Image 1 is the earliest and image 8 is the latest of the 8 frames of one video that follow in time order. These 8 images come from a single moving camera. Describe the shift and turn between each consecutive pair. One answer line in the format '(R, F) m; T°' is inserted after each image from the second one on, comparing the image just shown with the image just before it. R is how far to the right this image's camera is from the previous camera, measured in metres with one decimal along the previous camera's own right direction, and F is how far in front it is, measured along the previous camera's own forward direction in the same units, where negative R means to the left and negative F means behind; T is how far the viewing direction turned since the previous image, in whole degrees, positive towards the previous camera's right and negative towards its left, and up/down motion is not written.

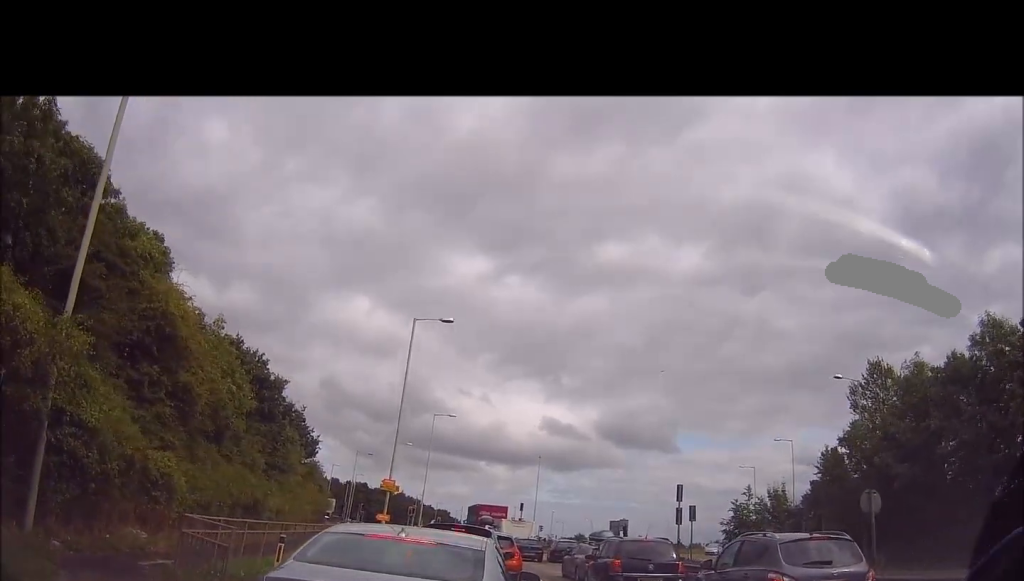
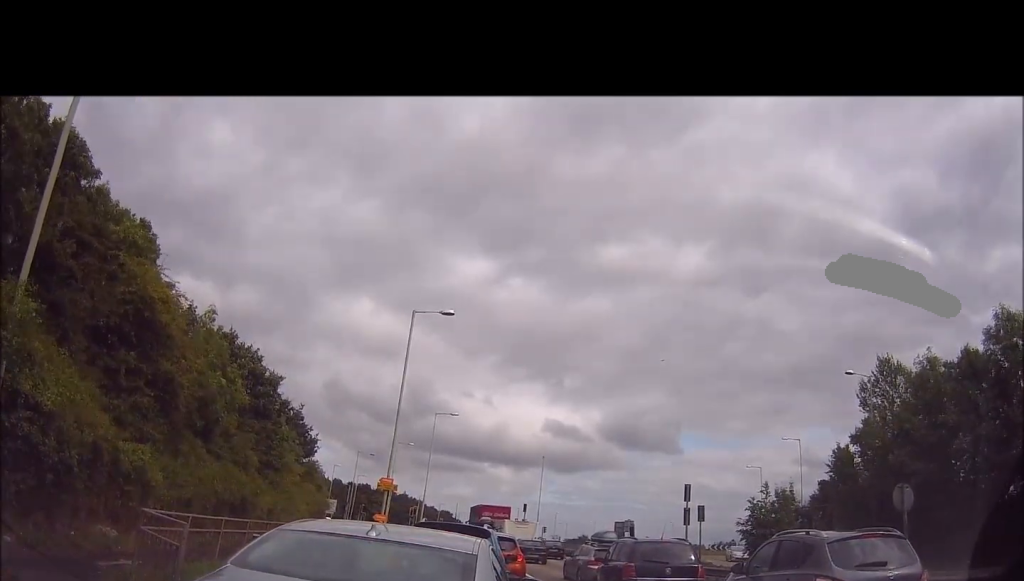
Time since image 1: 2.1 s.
(-0.5, +1.6) m; 0°
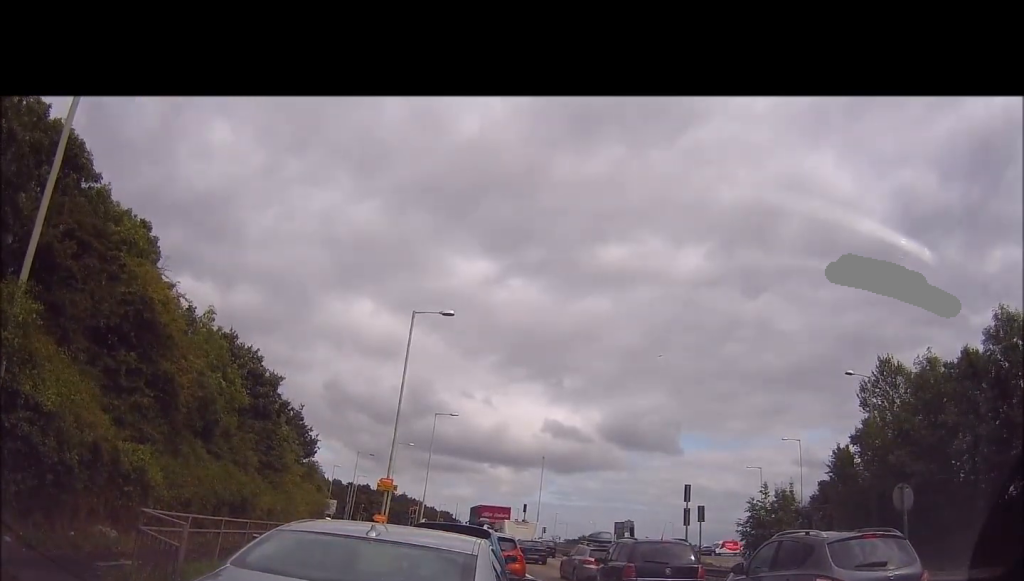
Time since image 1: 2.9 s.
(0.0, 0.0) m; 0°
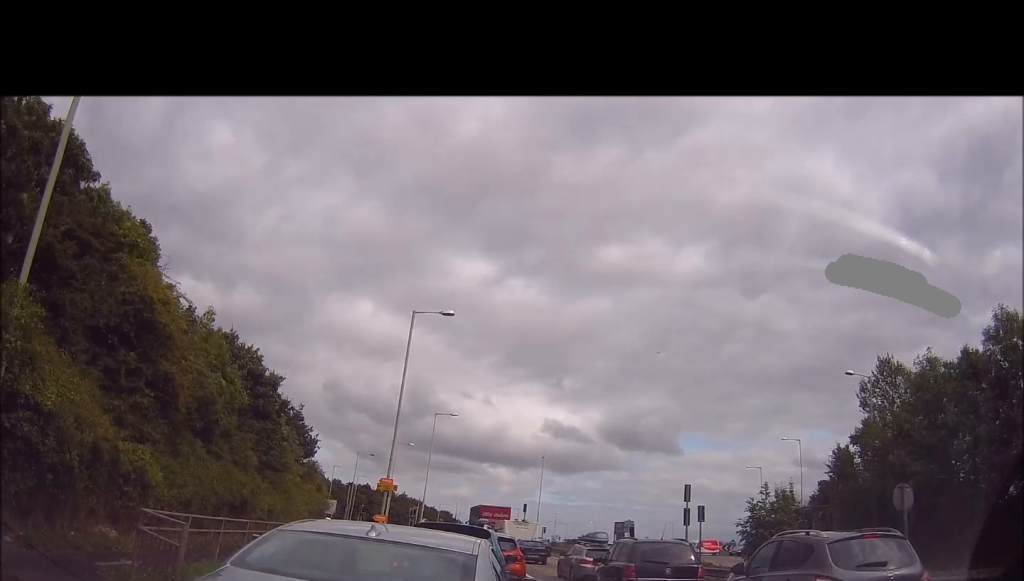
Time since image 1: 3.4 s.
(0.0, 0.0) m; 0°
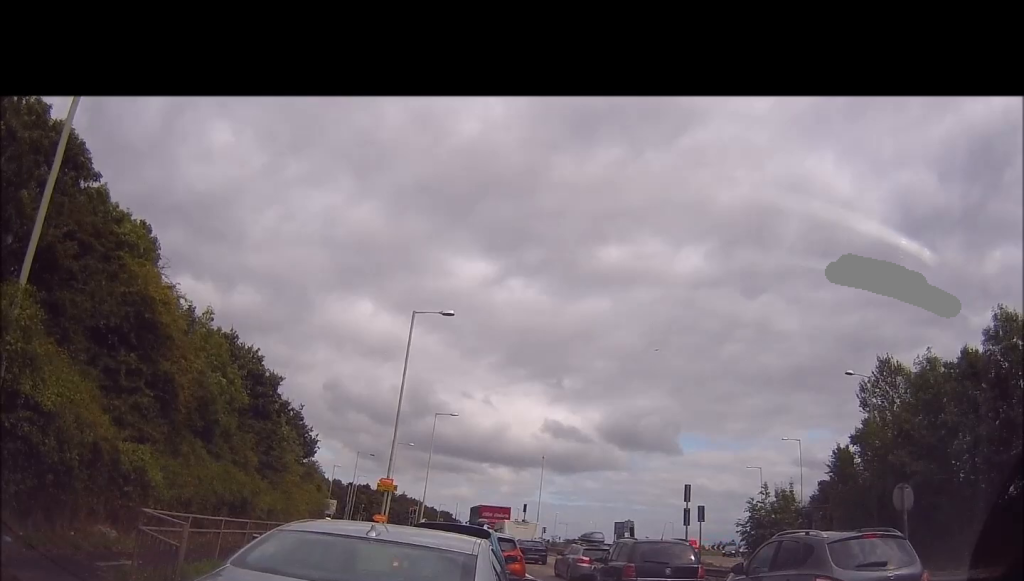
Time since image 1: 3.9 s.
(0.0, 0.0) m; 0°
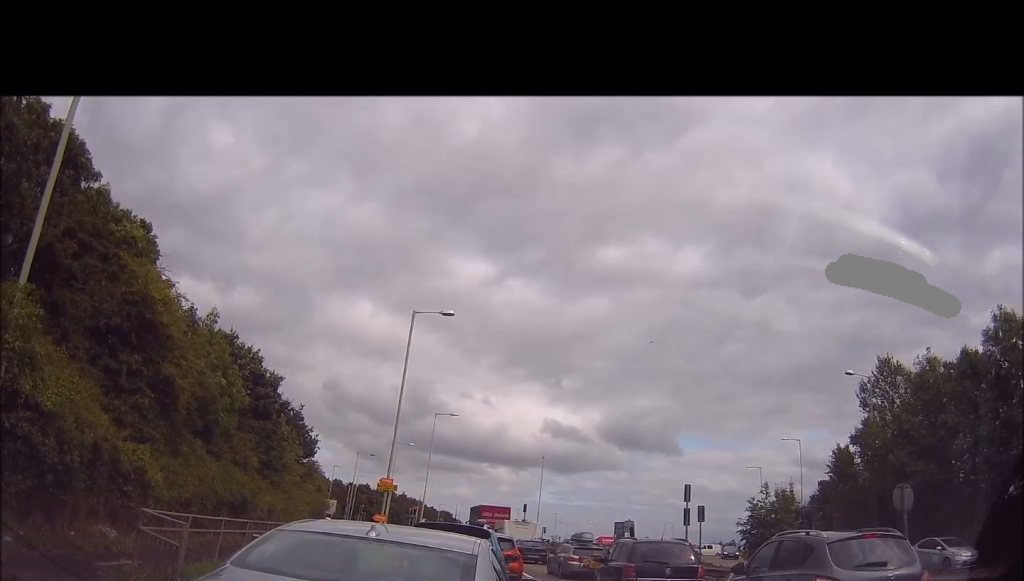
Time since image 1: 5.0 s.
(0.0, 0.0) m; 0°
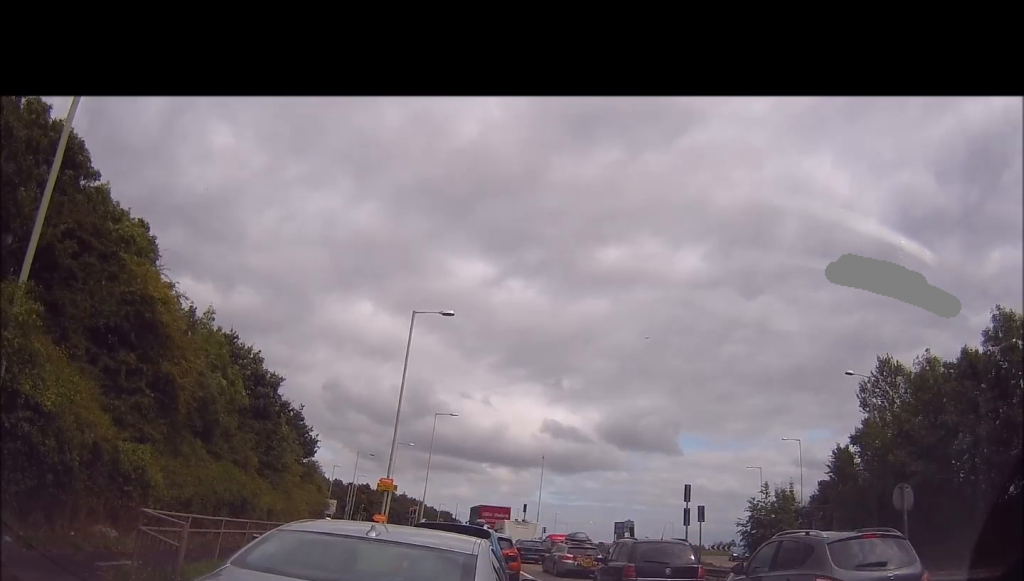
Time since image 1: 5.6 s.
(0.0, 0.0) m; 0°
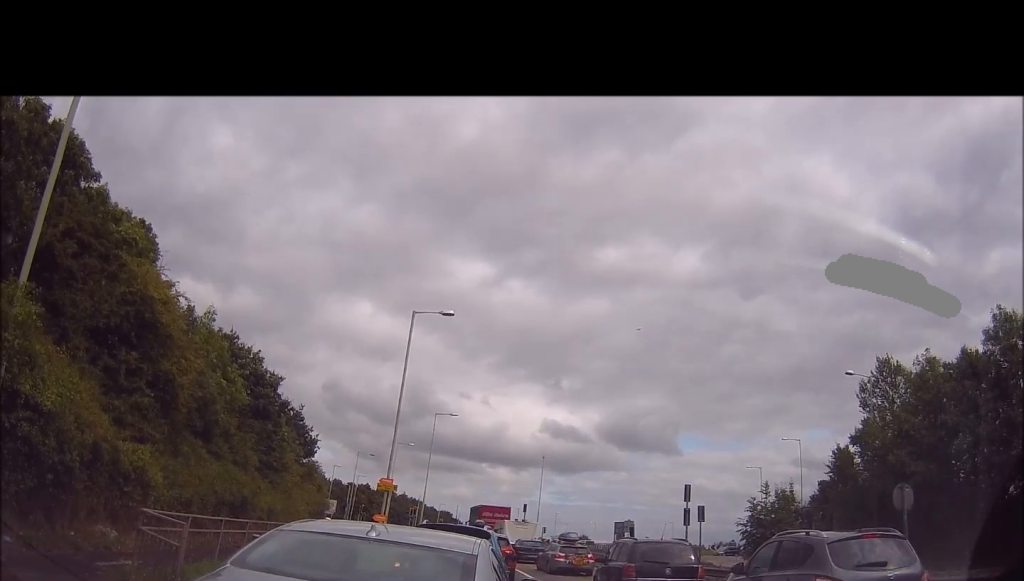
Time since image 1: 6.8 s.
(0.0, 0.0) m; 0°
